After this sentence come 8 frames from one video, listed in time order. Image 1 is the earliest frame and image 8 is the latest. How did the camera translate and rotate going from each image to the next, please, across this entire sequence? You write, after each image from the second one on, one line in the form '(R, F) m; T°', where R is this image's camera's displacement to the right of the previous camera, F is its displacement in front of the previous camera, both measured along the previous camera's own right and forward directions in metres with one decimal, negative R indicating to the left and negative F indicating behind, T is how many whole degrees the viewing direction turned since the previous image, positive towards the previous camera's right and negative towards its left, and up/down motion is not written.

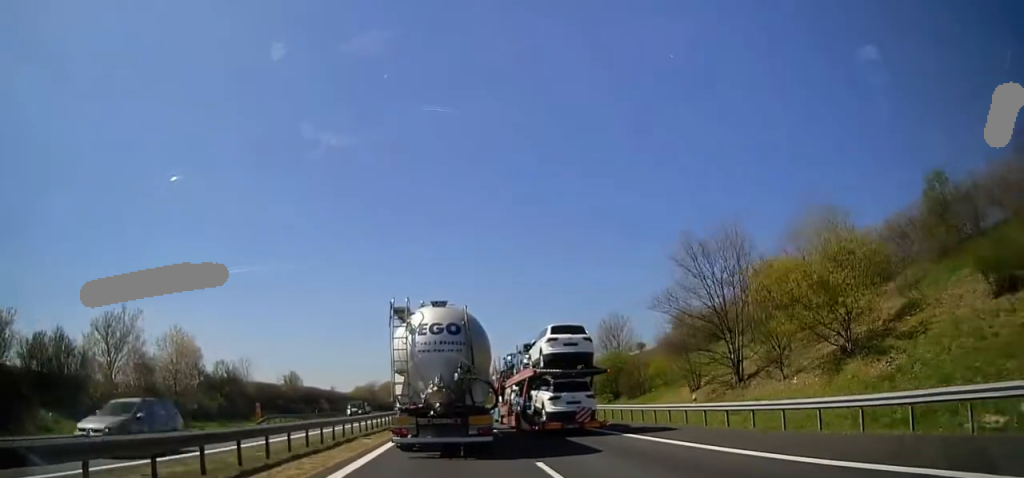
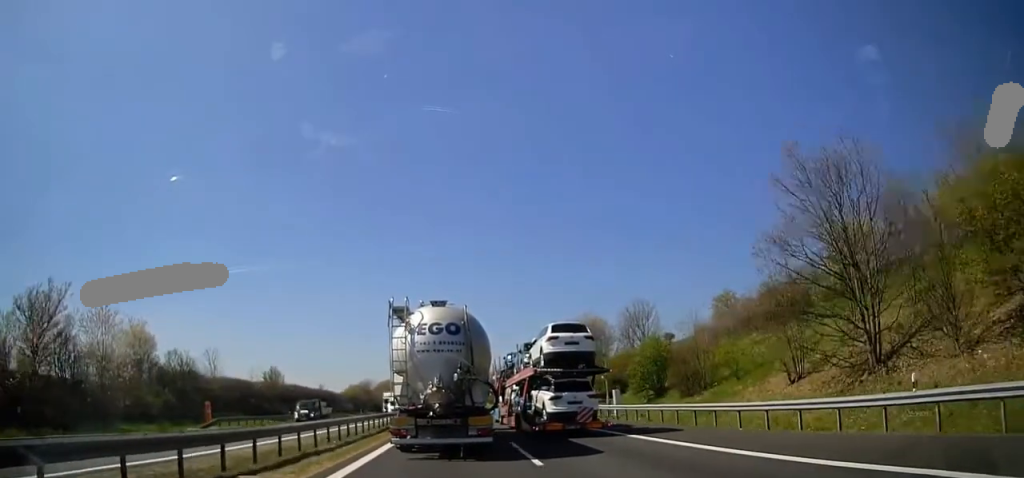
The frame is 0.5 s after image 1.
(0.0, +12.3) m; 0°
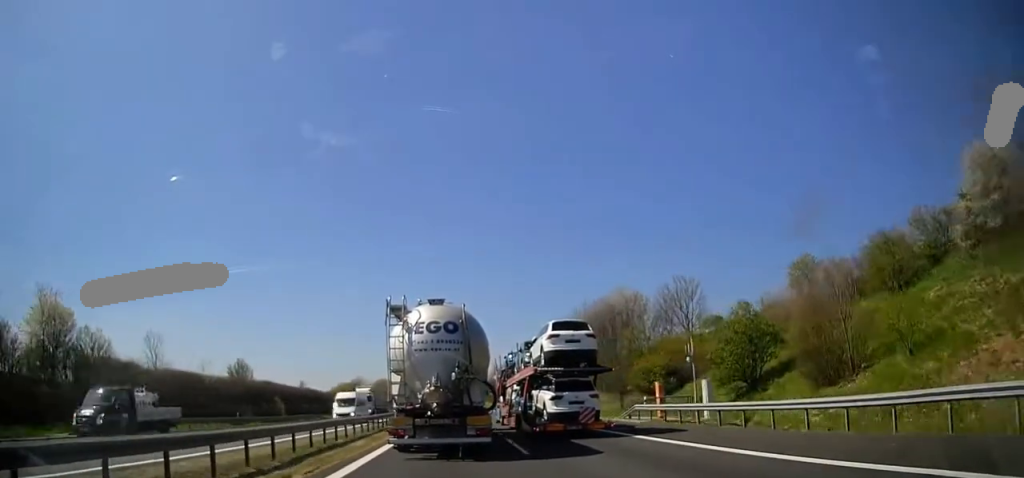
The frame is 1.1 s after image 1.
(-0.1, +15.5) m; 0°
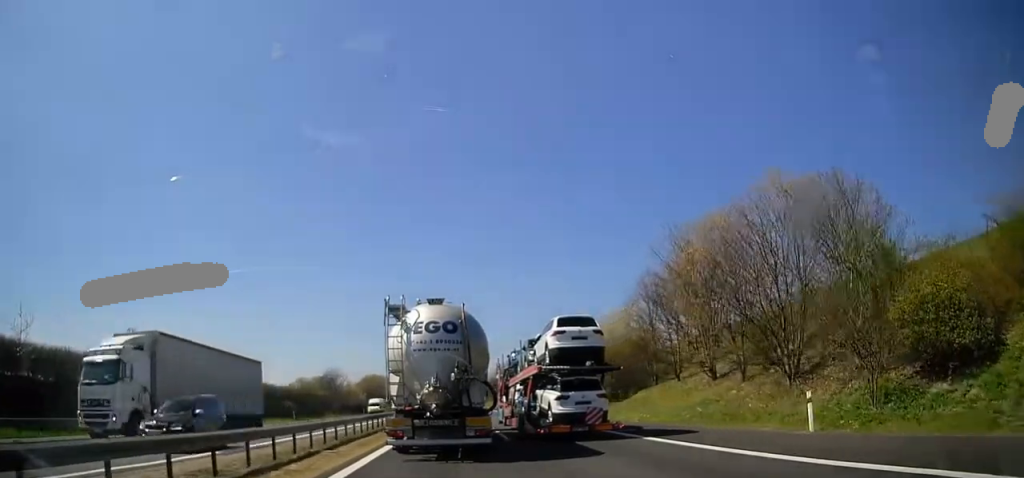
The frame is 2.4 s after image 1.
(+0.1, +30.1) m; 0°
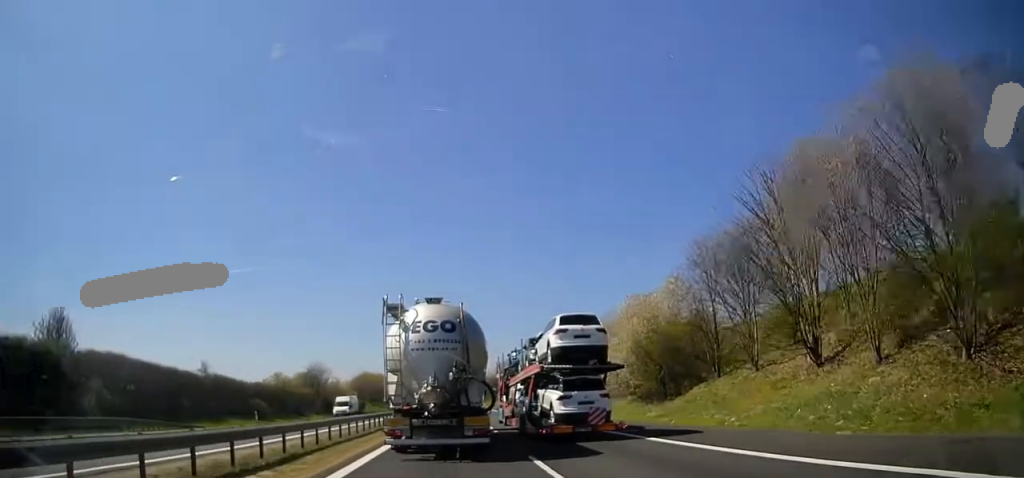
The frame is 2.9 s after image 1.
(0.0, +12.2) m; 0°
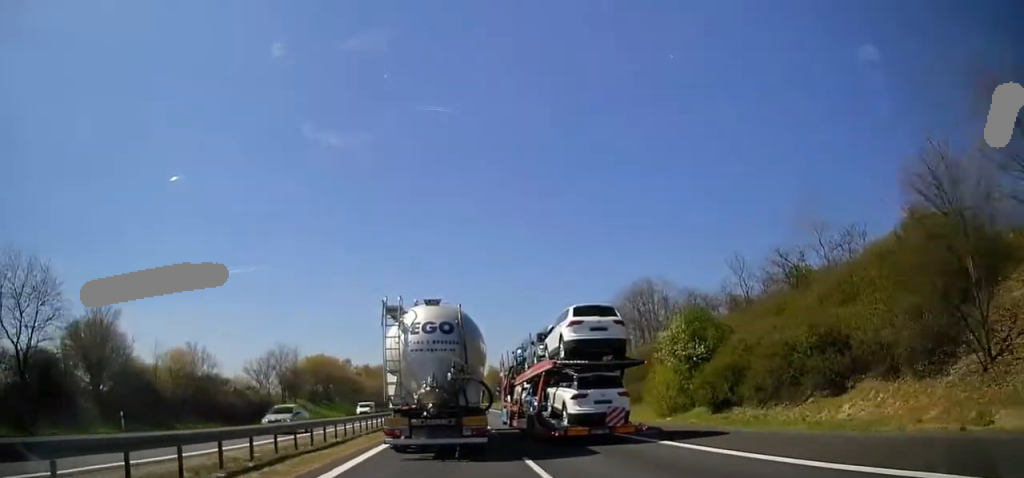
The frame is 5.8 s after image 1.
(-0.2, +71.9) m; 0°
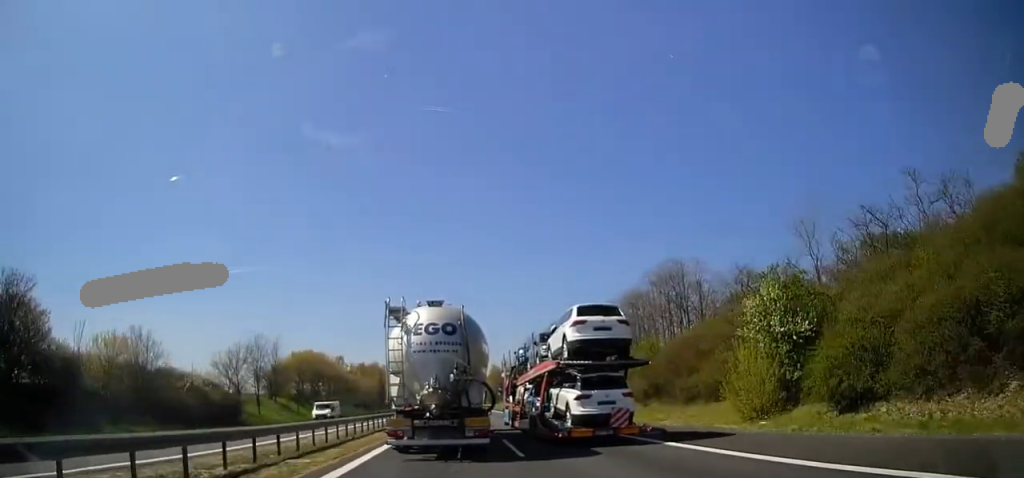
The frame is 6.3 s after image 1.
(-0.1, +11.3) m; 0°
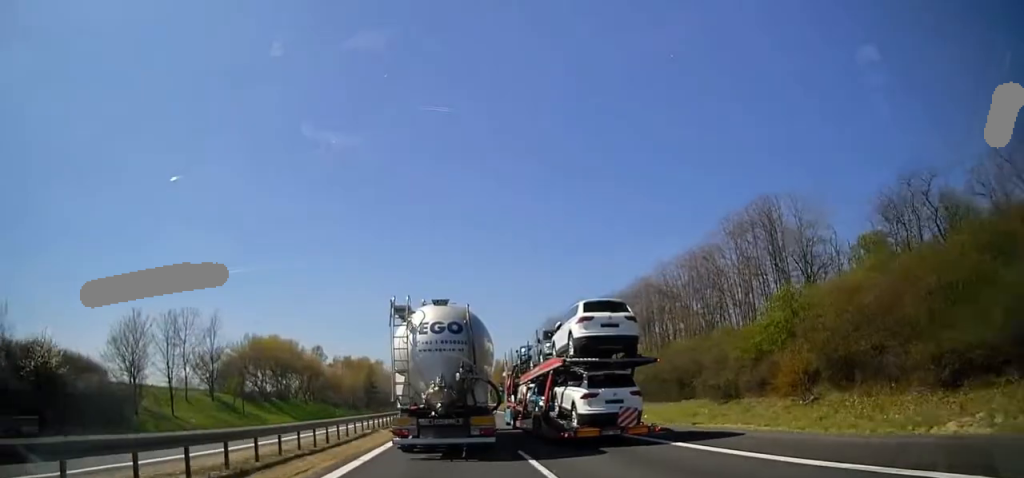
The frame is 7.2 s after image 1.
(+0.1, +22.8) m; 0°
